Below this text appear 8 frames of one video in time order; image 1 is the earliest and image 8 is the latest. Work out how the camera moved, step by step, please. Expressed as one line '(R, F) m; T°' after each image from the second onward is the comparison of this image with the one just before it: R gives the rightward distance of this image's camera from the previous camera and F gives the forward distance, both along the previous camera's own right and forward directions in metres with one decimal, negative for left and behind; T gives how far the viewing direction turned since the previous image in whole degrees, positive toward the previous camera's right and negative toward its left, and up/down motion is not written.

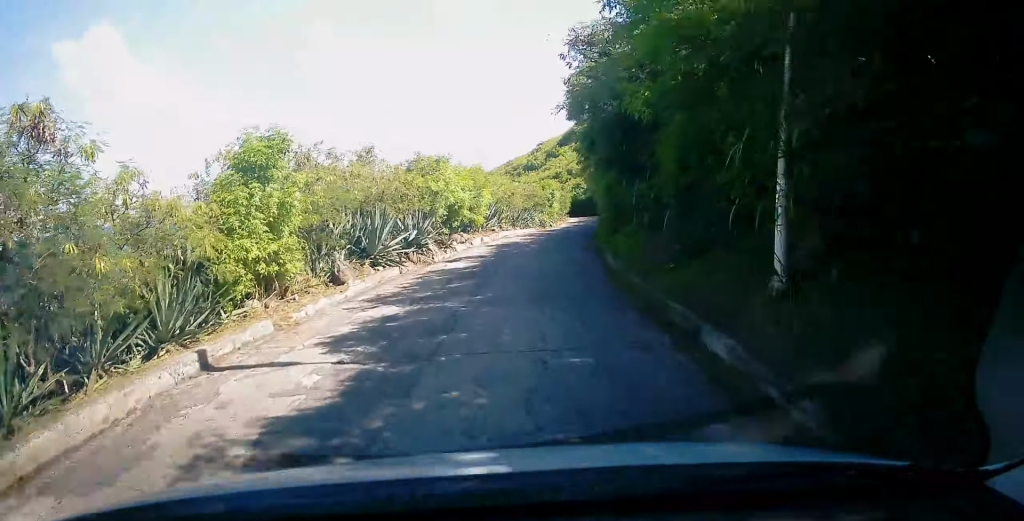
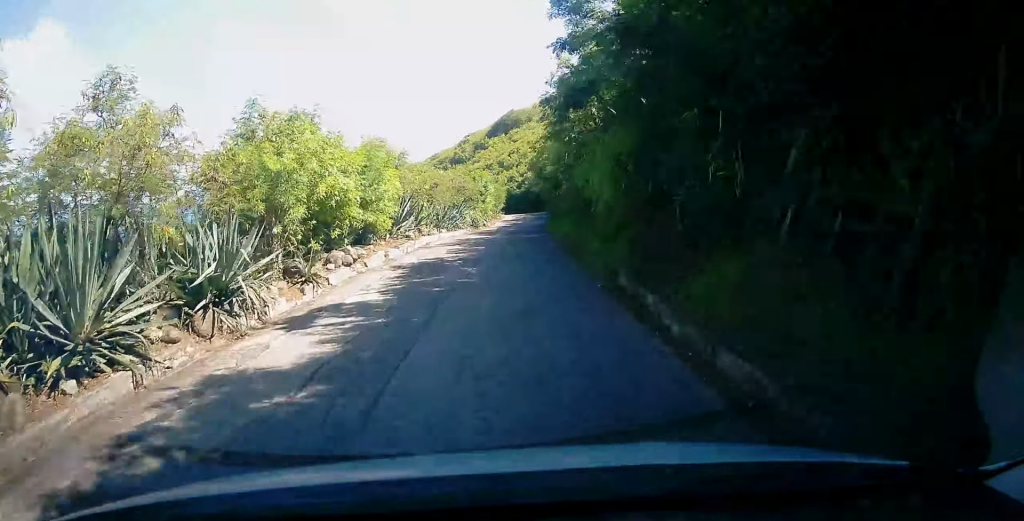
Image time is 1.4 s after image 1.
(+0.3, +9.8) m; +7°
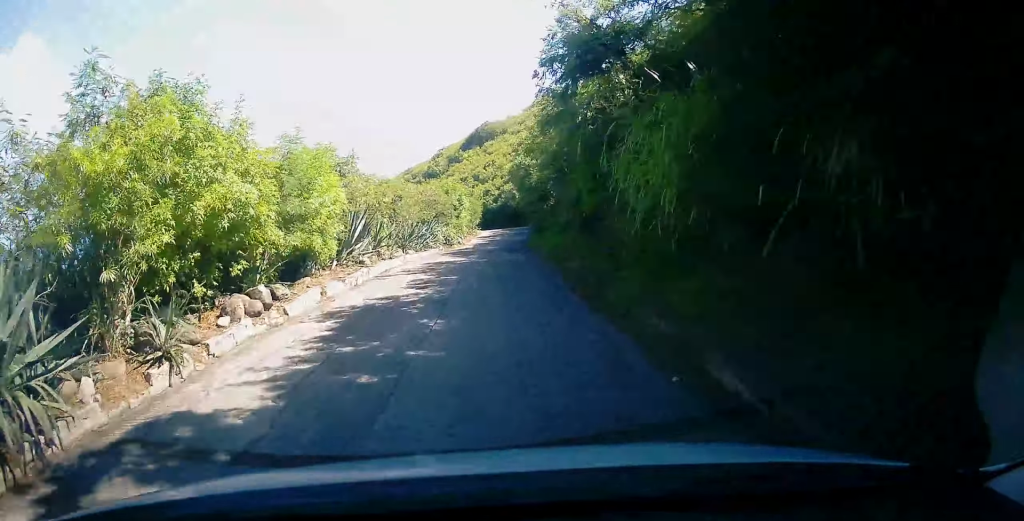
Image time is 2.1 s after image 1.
(+0.3, +4.5) m; +3°
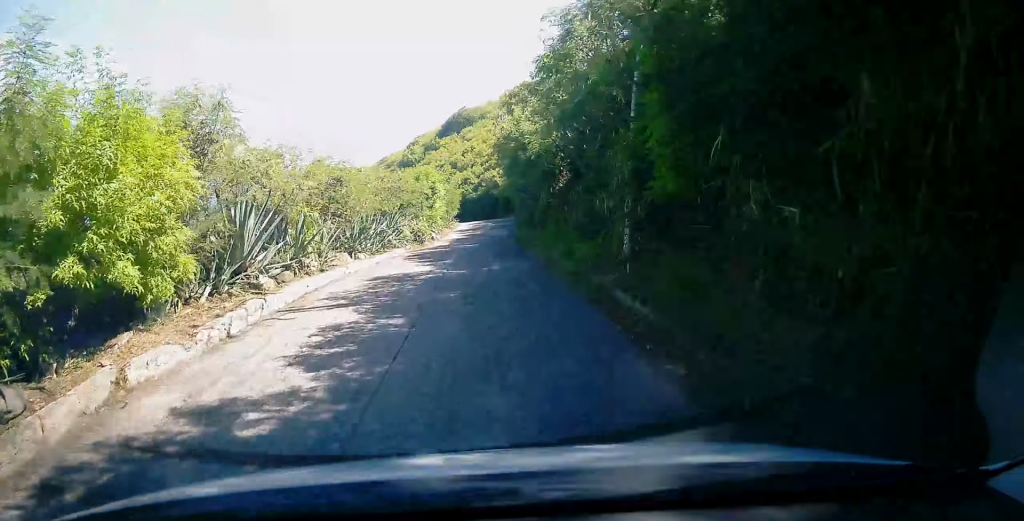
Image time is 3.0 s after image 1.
(+0.2, +6.8) m; +2°
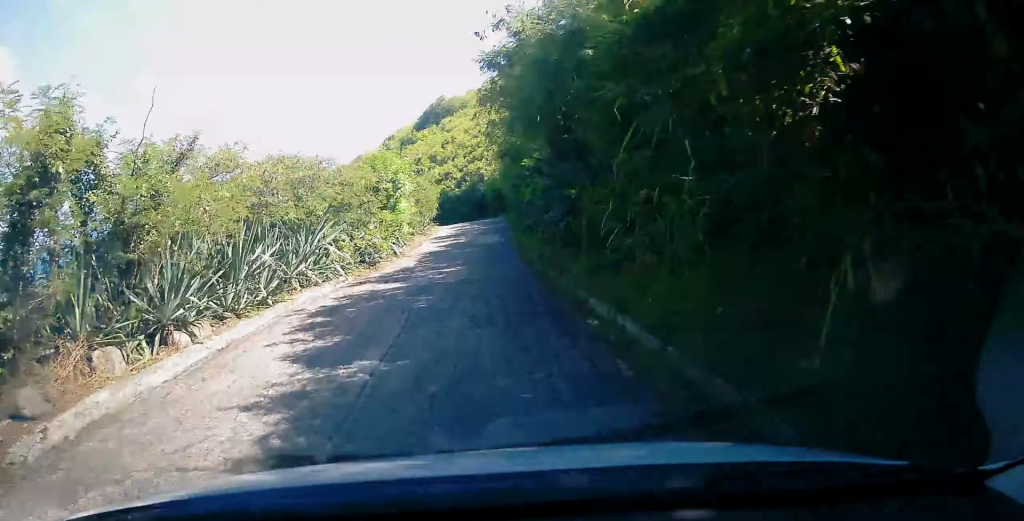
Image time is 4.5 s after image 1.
(+0.2, +11.2) m; +1°
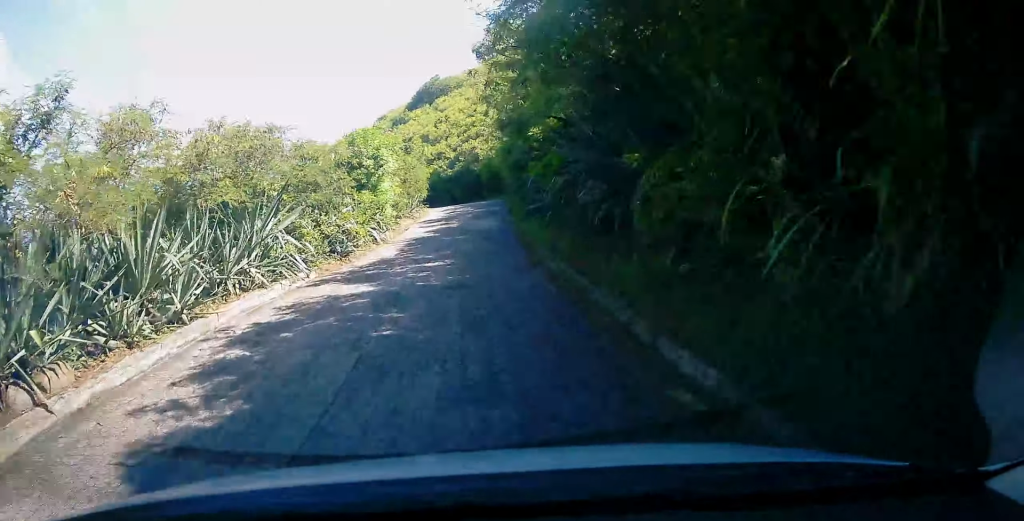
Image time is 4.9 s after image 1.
(-0.1, +3.3) m; 0°
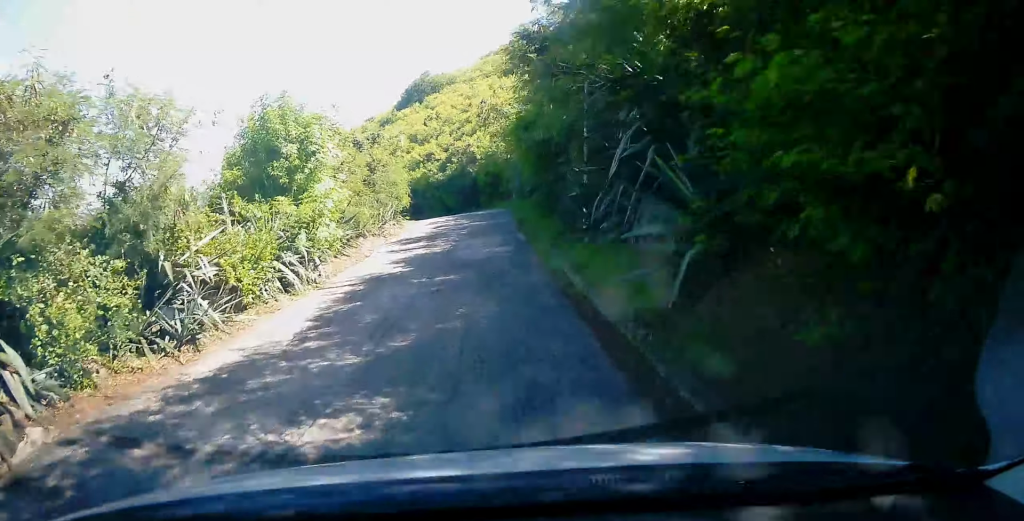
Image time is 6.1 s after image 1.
(0.0, +9.5) m; +1°
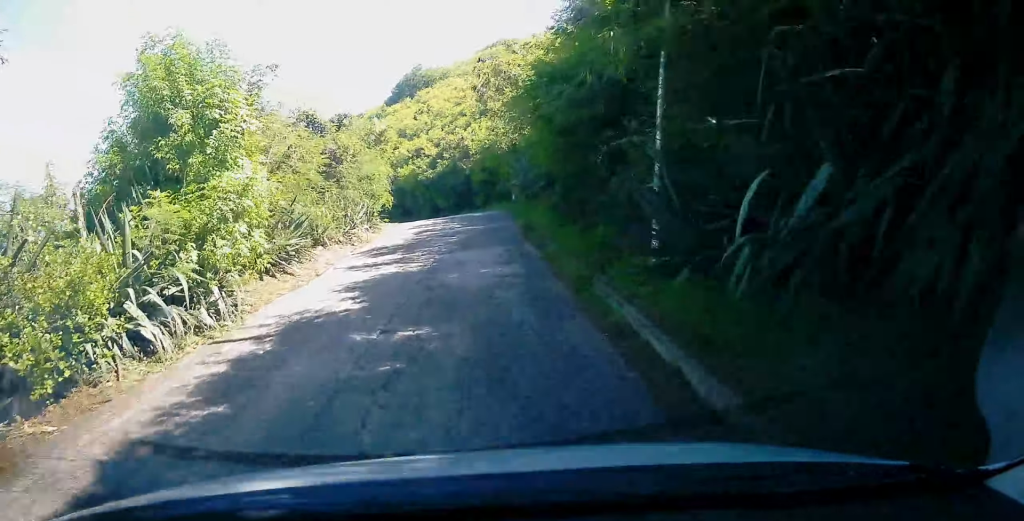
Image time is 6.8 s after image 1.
(0.0, +5.1) m; 0°
